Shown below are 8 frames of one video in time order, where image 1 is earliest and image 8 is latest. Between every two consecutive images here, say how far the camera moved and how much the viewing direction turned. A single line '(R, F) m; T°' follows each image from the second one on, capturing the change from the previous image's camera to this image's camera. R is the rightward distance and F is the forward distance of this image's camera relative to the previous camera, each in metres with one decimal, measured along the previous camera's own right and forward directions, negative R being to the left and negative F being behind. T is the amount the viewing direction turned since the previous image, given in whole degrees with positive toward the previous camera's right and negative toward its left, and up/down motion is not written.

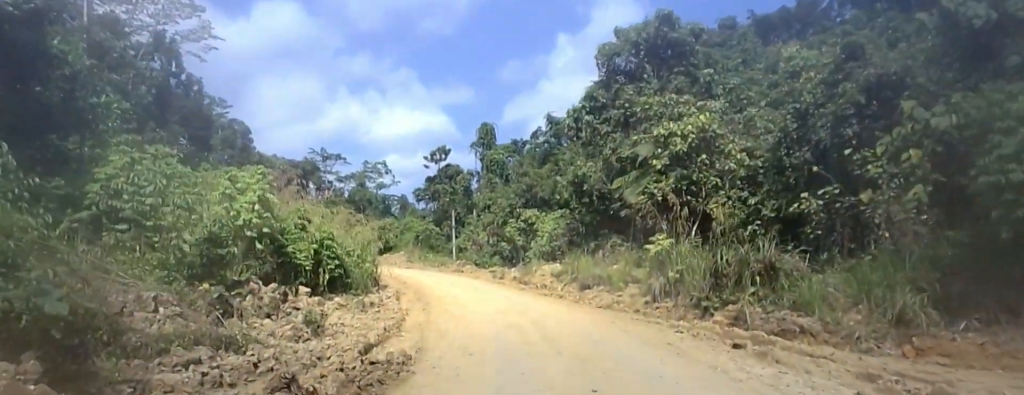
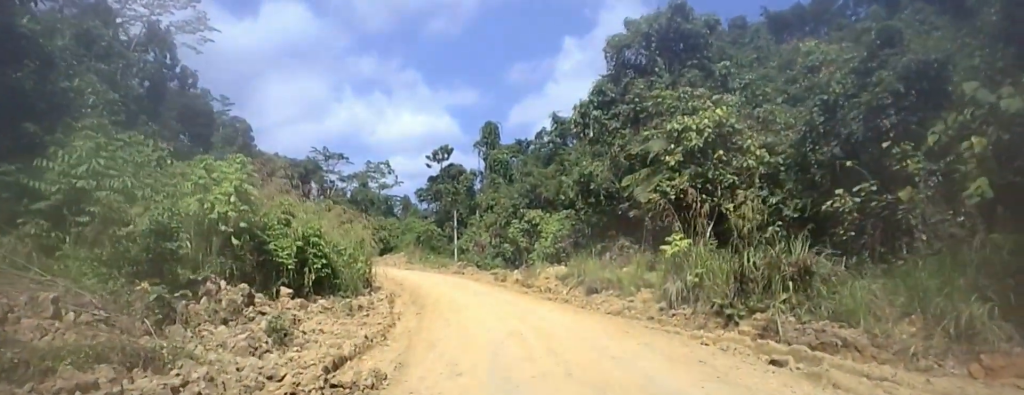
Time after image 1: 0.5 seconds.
(-0.1, +2.0) m; -1°
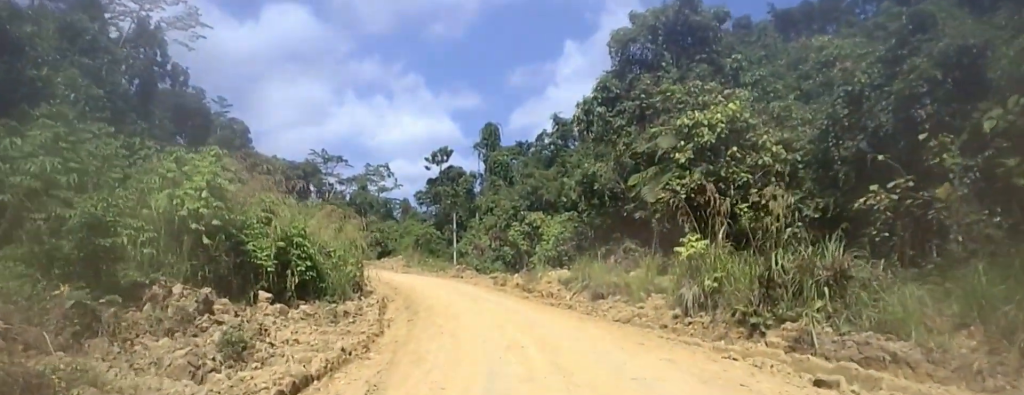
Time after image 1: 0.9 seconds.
(0.0, +1.7) m; -1°
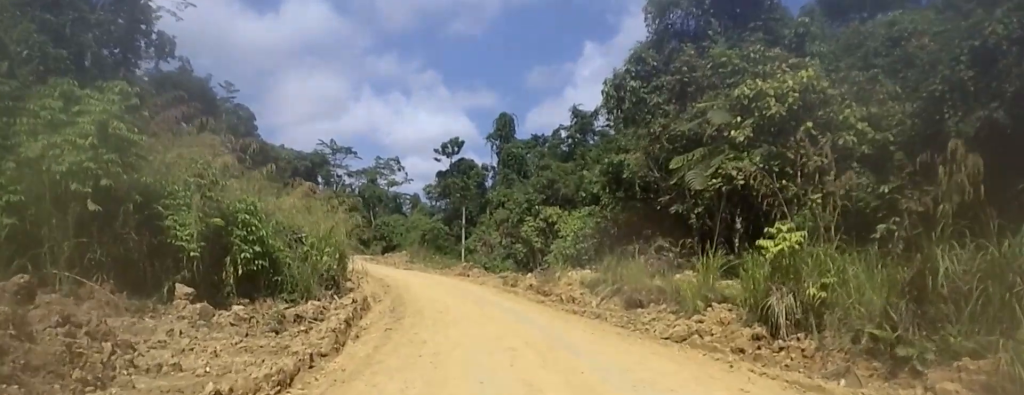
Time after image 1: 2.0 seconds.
(0.0, +4.9) m; -1°
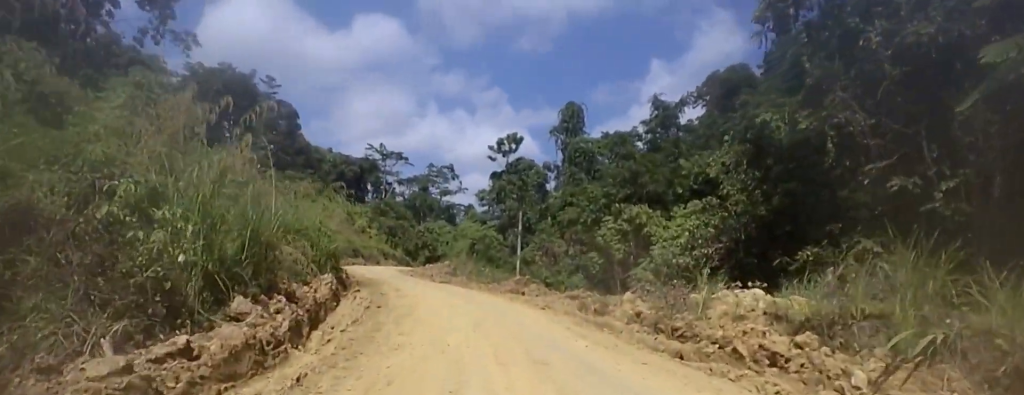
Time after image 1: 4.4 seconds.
(-1.6, +11.9) m; -14°
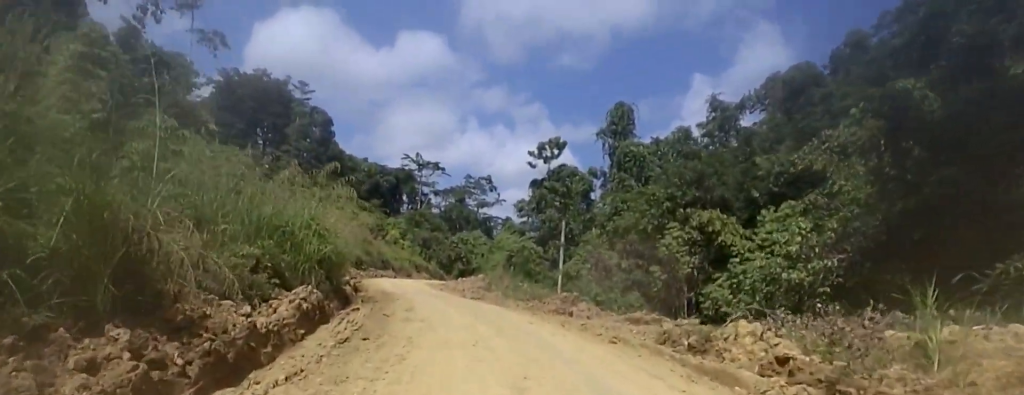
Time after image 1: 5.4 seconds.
(-0.1, +5.6) m; -3°
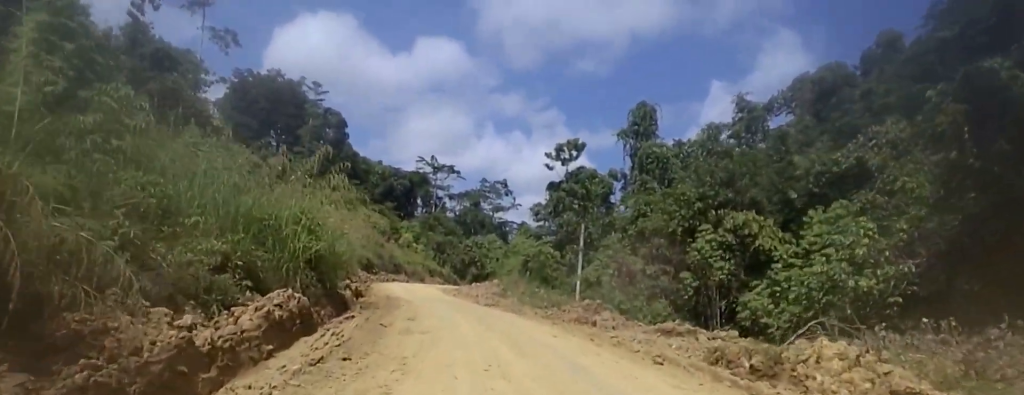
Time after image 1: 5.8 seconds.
(0.0, +2.3) m; -2°
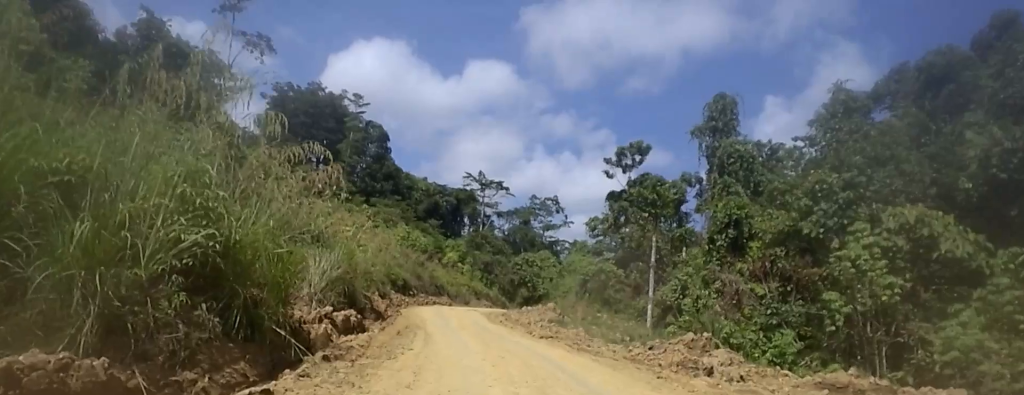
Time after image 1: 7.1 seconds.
(-0.6, +8.7) m; -5°
